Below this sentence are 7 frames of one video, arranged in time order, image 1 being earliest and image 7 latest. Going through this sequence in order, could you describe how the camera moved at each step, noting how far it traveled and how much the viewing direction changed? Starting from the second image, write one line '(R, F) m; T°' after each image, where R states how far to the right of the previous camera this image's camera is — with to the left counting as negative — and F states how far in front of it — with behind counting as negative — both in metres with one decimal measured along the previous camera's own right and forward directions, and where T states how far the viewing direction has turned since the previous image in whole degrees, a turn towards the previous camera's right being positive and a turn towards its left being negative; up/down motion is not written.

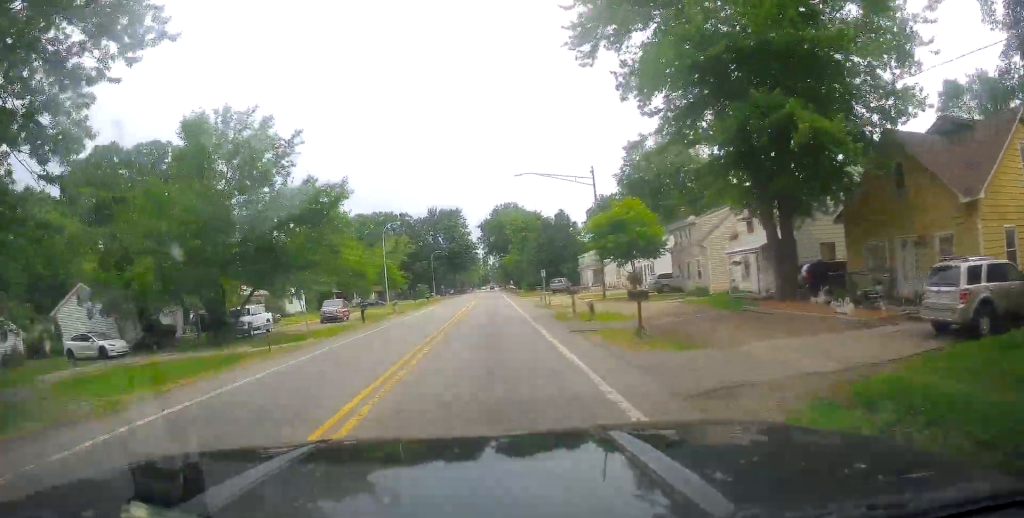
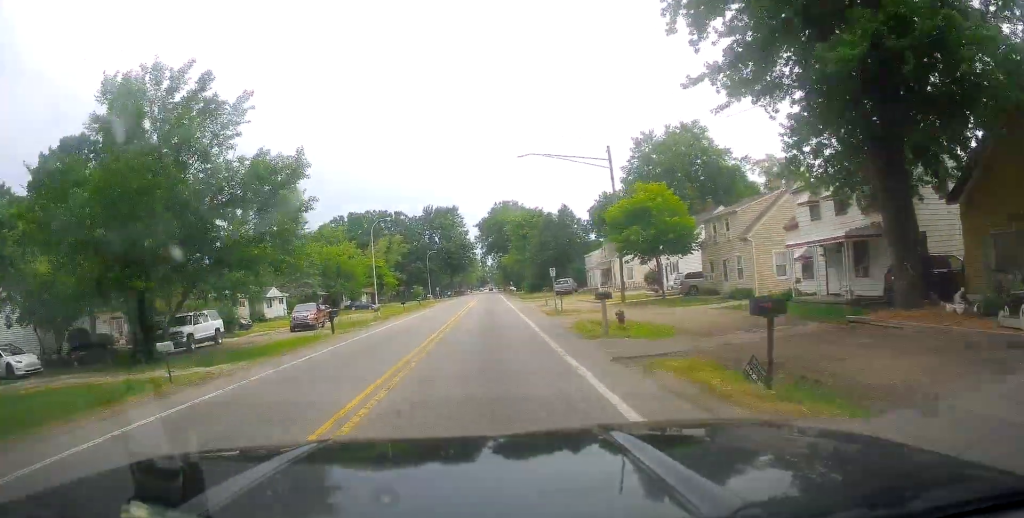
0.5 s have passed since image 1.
(+0.2, +7.1) m; +1°
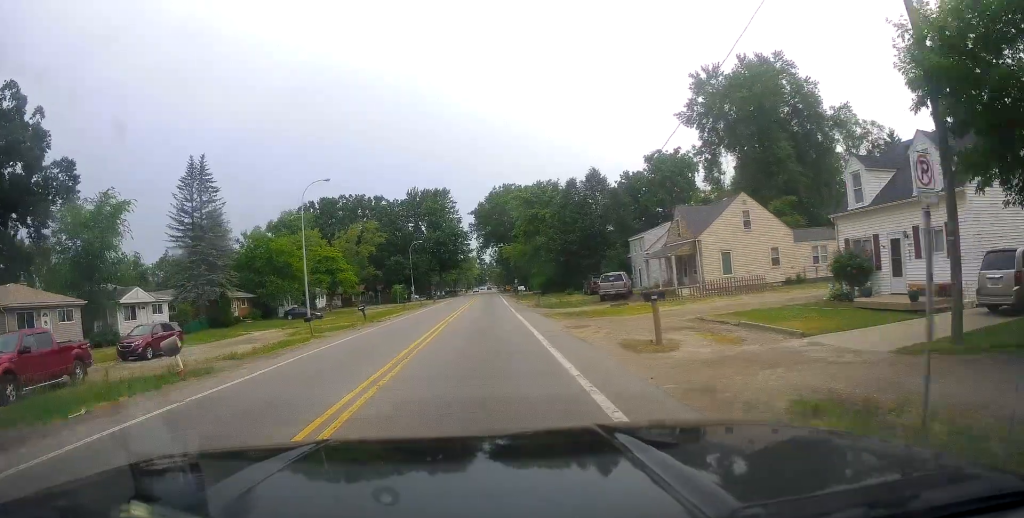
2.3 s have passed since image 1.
(+0.8, +28.6) m; +1°
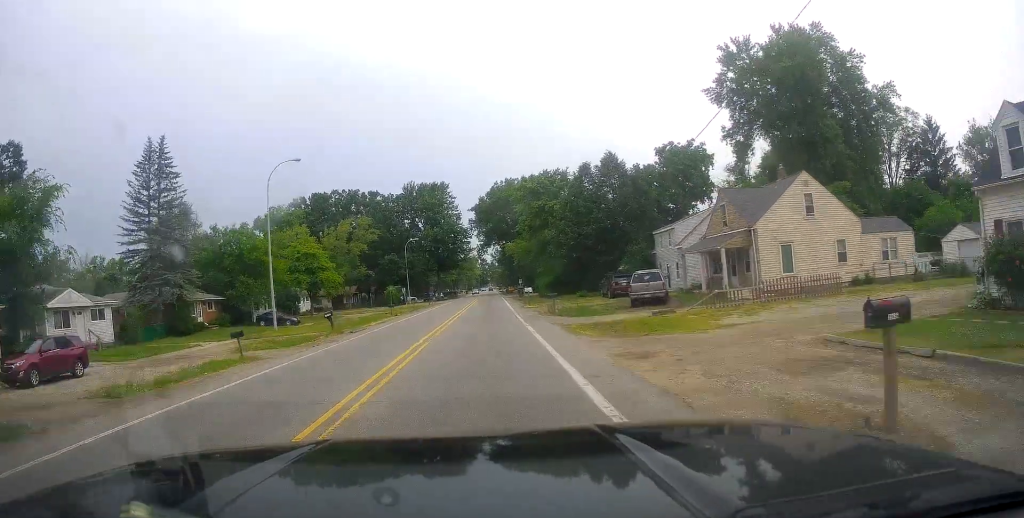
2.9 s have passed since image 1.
(-0.2, +8.3) m; 0°
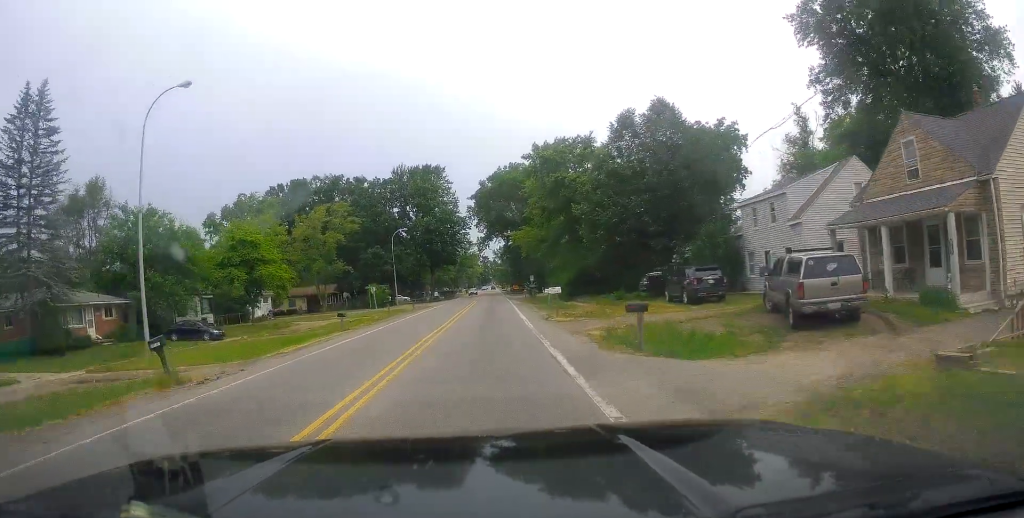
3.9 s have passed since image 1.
(+0.2, +16.9) m; +1°
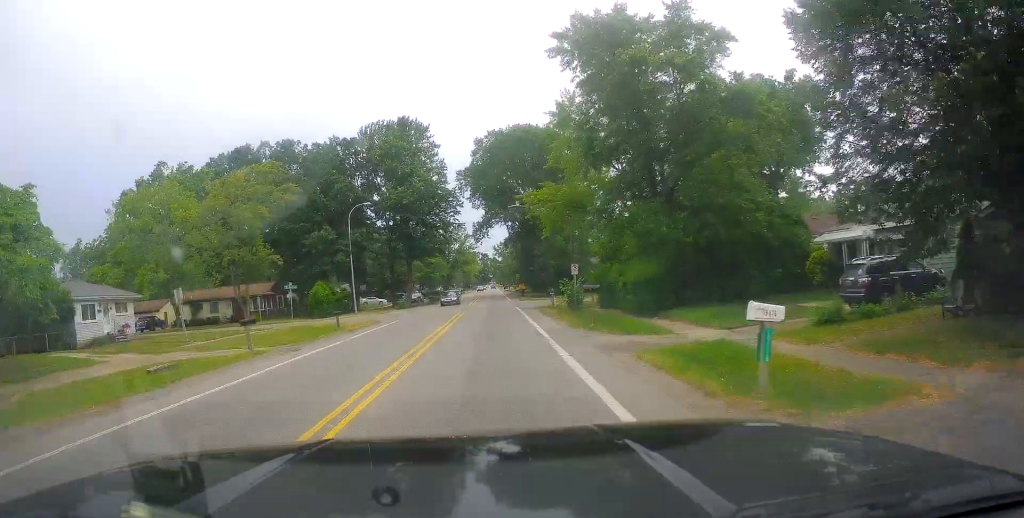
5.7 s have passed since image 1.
(-0.8, +29.0) m; -3°
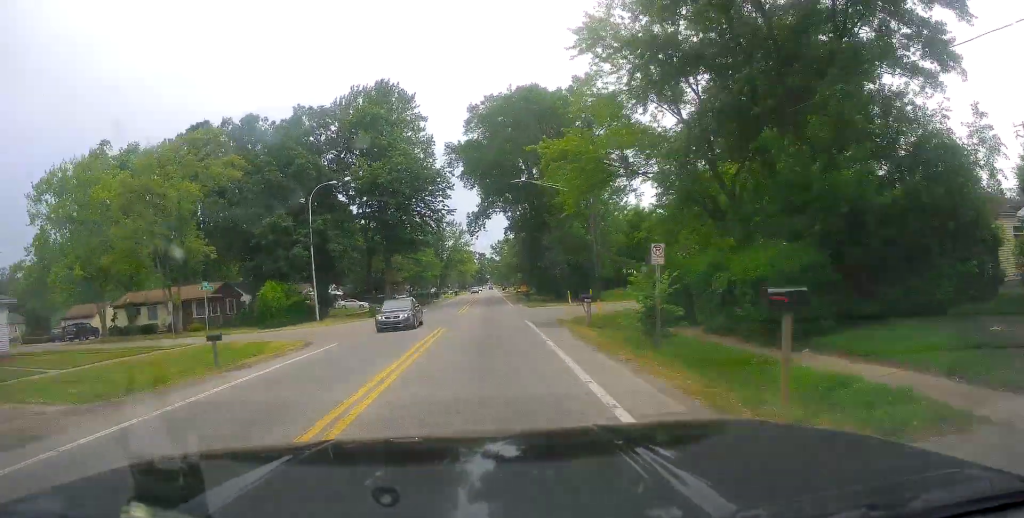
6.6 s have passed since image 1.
(+0.1, +14.2) m; +1°
